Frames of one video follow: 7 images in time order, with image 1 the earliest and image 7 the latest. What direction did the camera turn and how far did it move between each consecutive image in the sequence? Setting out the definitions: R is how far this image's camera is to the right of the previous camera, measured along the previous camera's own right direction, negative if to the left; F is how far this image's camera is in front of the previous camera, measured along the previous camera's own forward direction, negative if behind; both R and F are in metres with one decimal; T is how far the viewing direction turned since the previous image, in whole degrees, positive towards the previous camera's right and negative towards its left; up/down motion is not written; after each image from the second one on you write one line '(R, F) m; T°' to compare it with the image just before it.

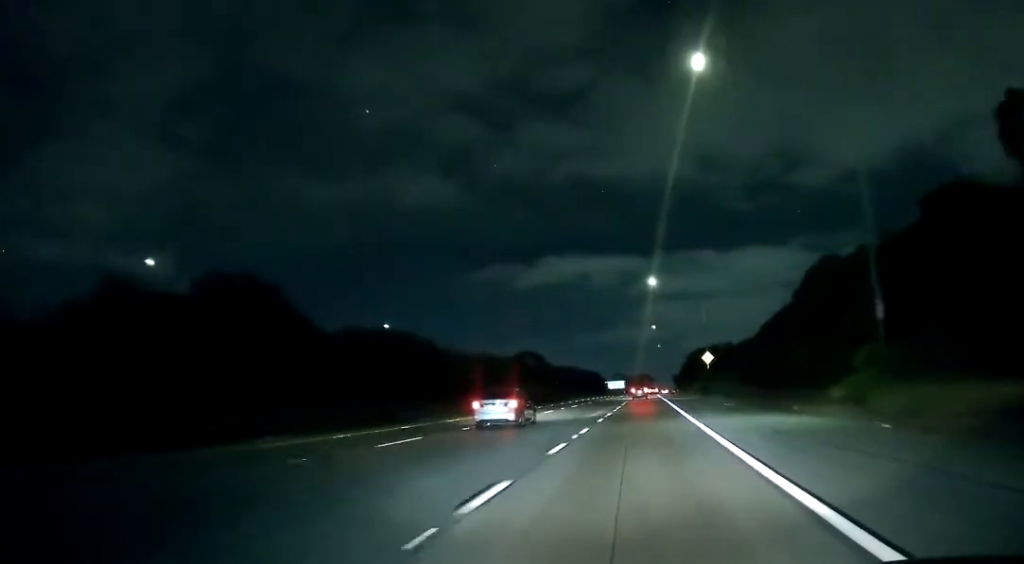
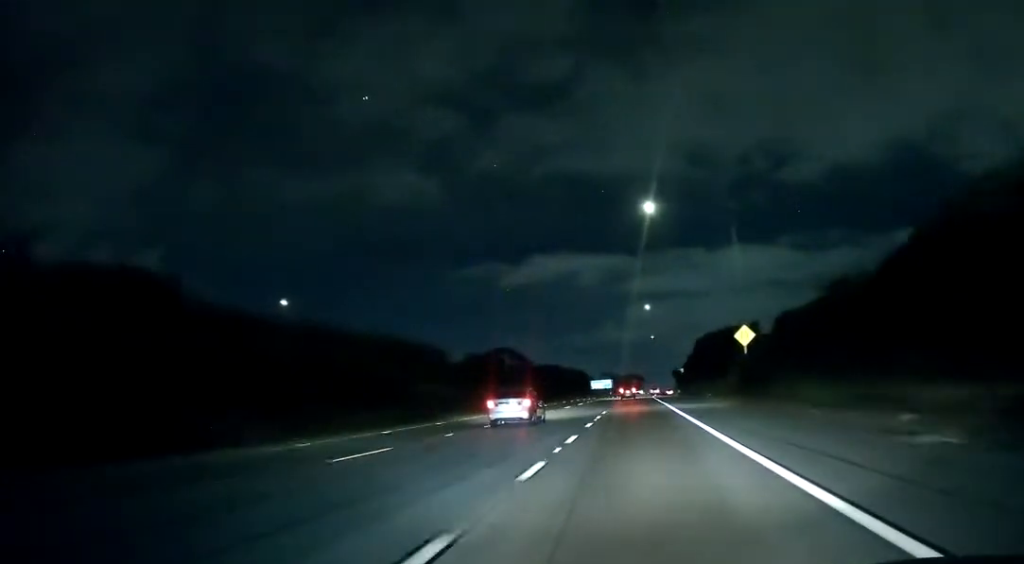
(-0.1, +33.6) m; +1°
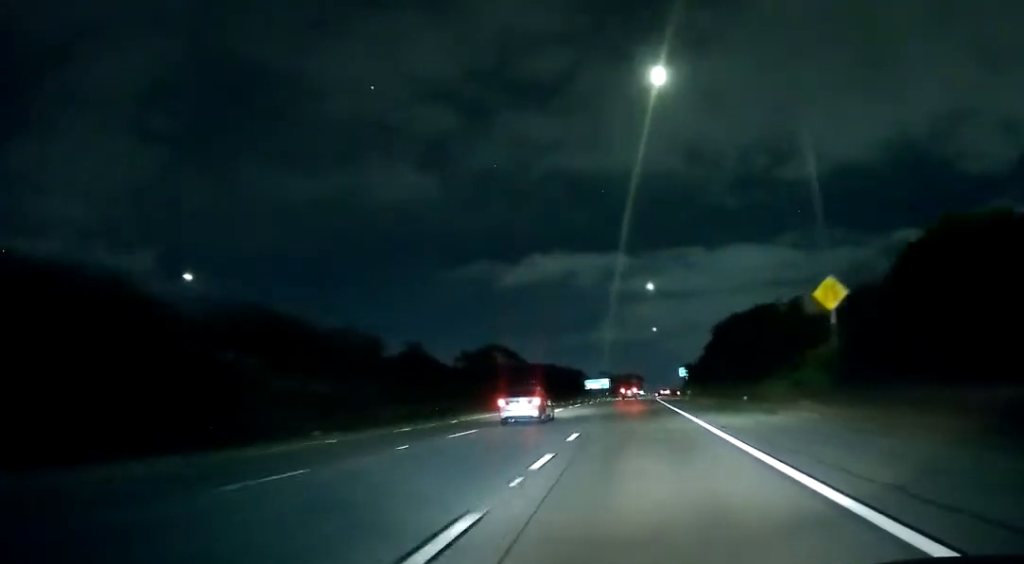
(+0.6, +21.1) m; 0°
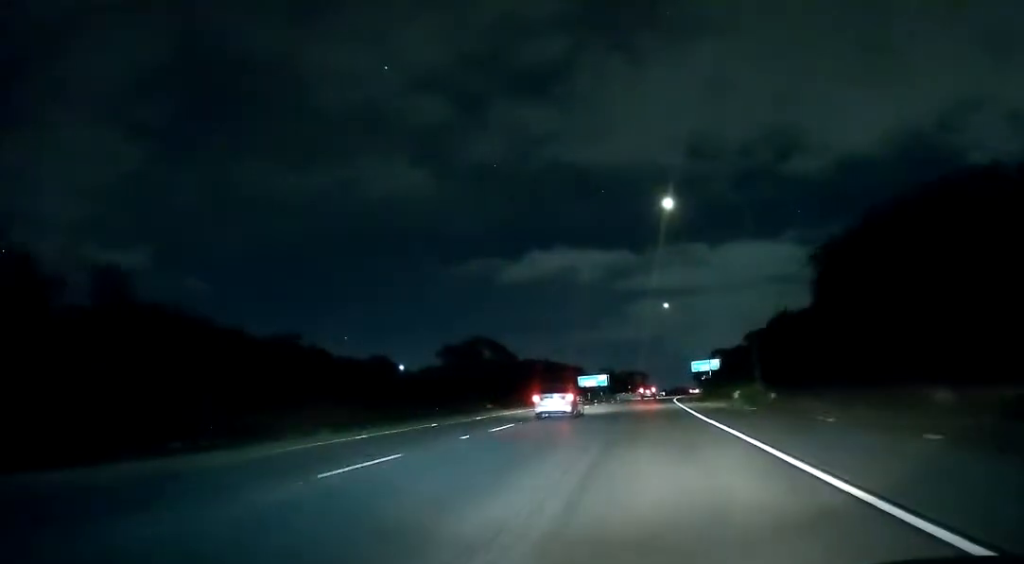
(-0.9, +36.1) m; -2°
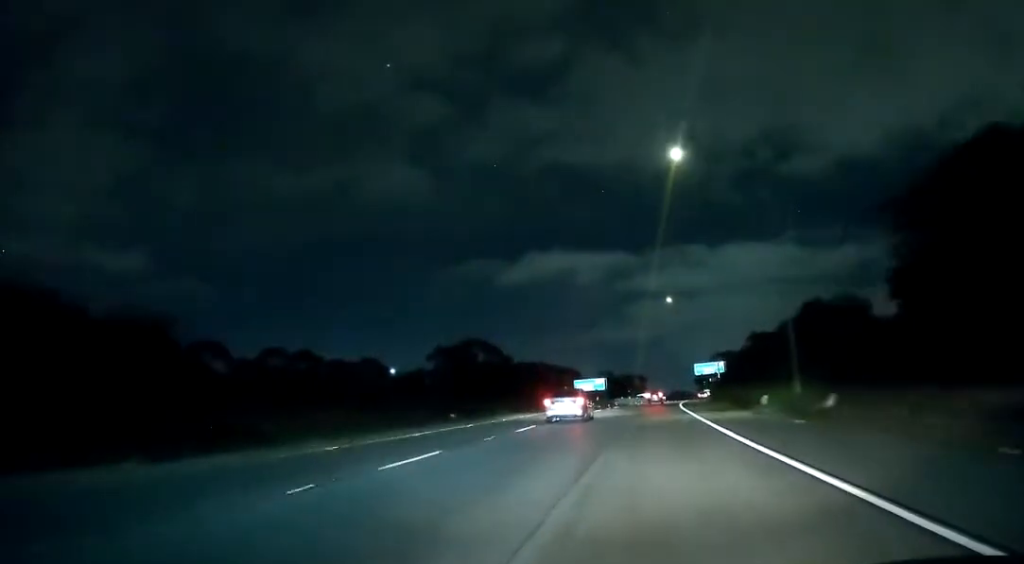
(0.0, +11.1) m; 0°
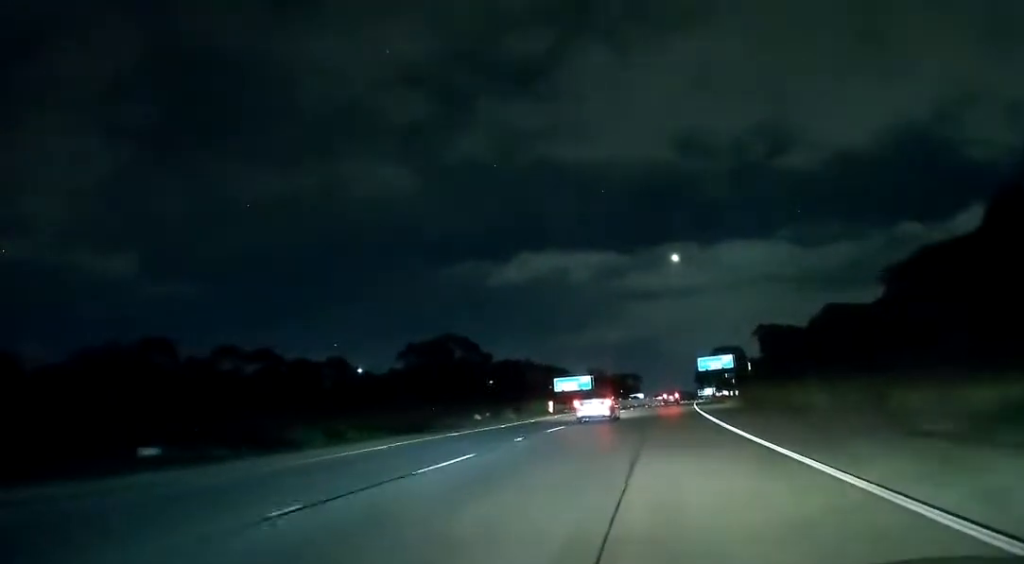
(0.0, +28.0) m; +1°
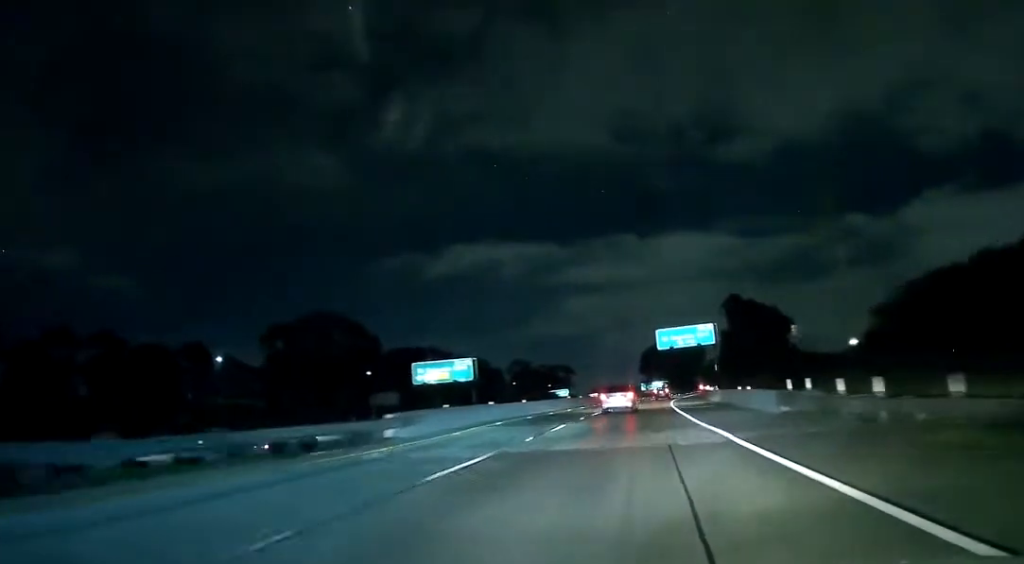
(+2.4, +59.0) m; +6°
